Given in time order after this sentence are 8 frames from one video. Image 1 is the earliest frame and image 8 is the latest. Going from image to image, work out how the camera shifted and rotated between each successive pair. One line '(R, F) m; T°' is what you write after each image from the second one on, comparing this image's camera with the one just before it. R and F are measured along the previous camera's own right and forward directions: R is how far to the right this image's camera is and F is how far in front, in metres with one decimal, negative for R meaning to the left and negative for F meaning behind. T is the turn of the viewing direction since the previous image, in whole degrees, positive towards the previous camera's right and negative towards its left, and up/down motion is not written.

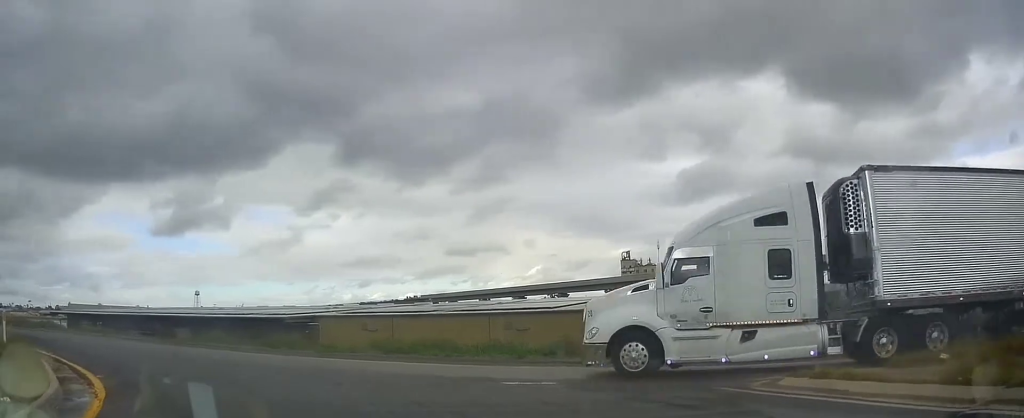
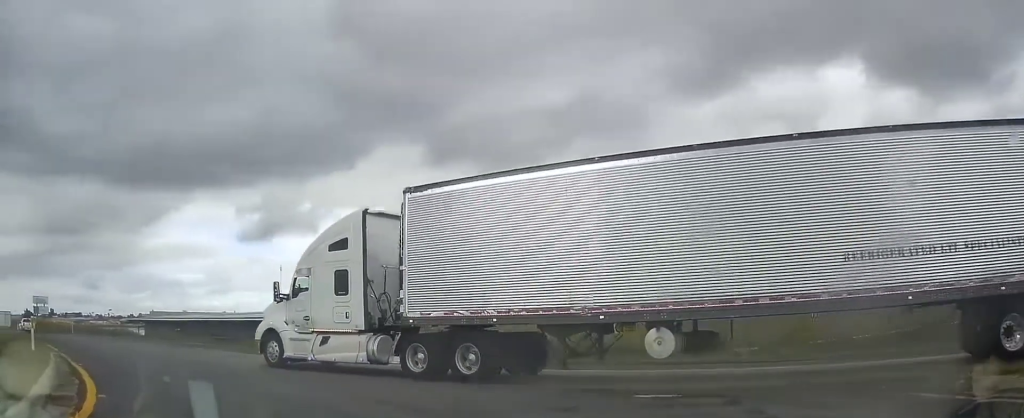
(-0.2, +3.0) m; -7°
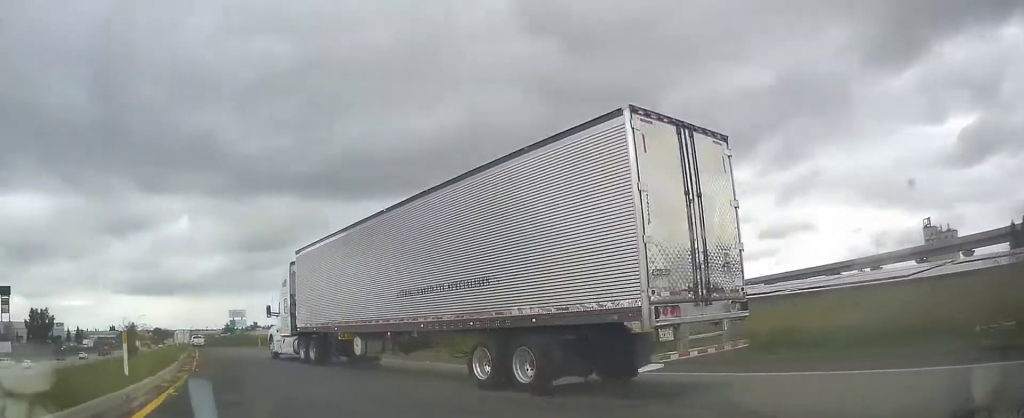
(-0.3, +4.7) m; -15°
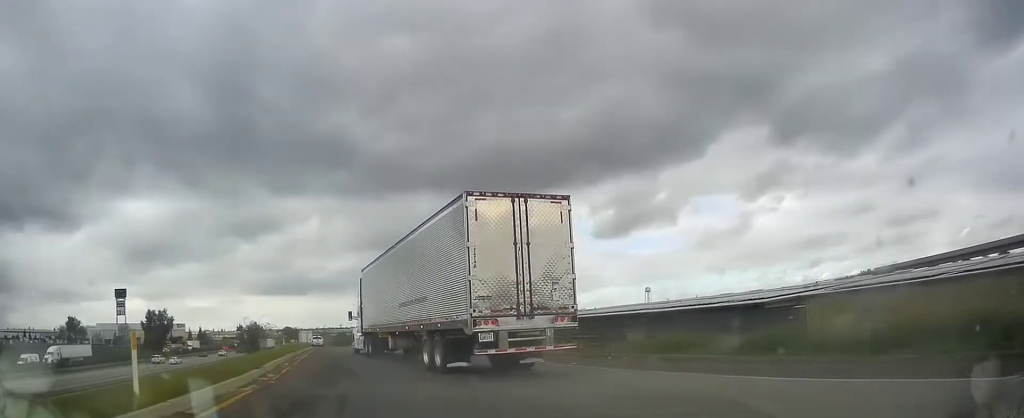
(-0.5, +3.8) m; -11°
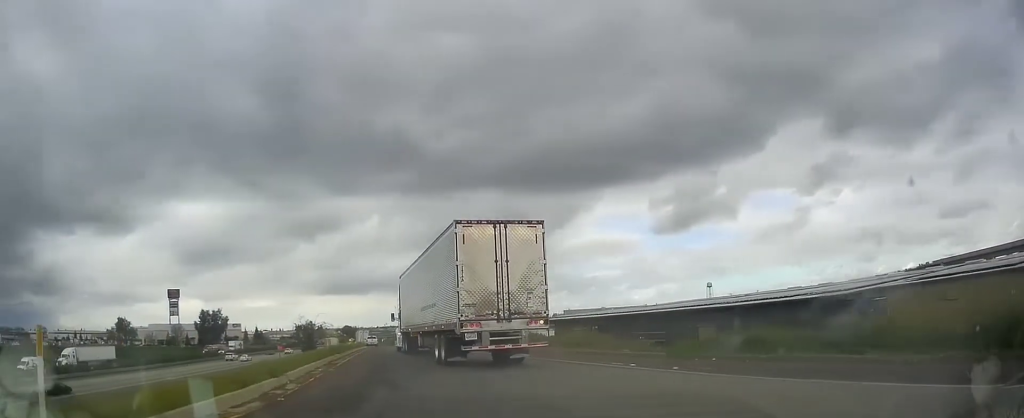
(-0.1, +2.8) m; -7°
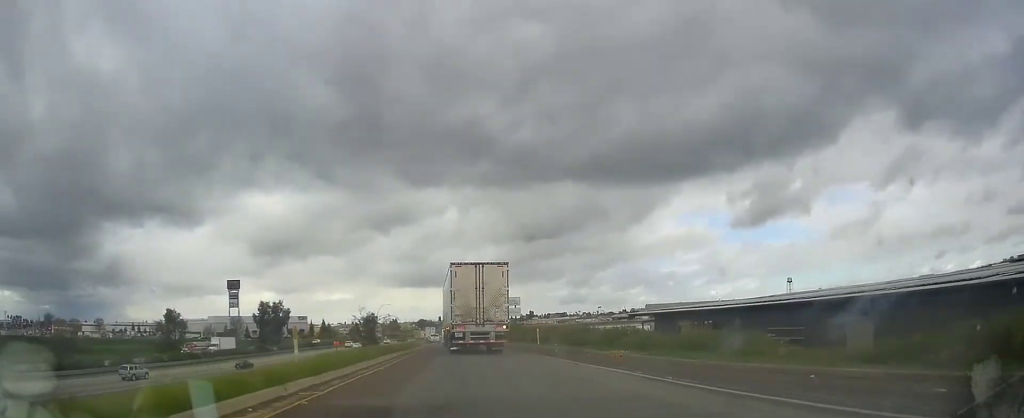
(-1.8, +14.3) m; -10°
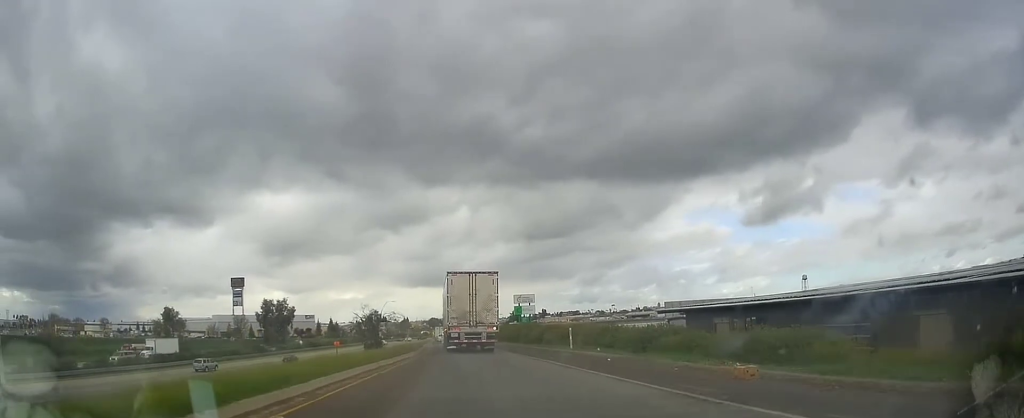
(-0.2, +8.8) m; -2°
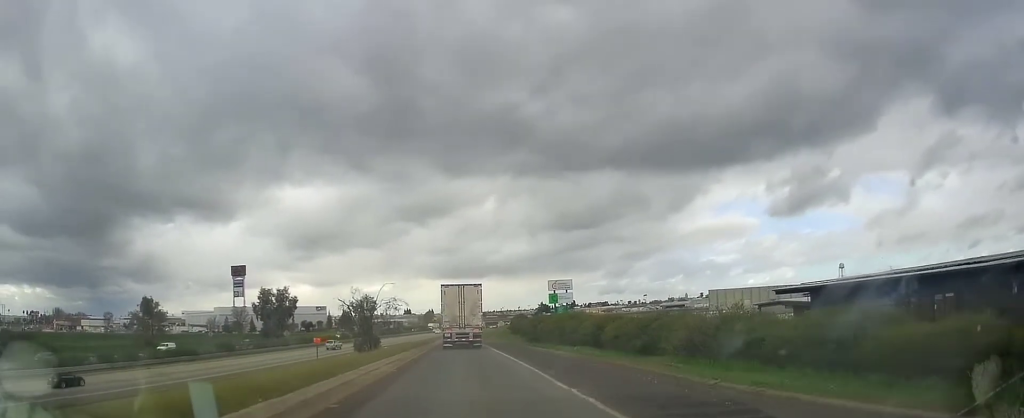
(-1.0, +28.7) m; -2°
